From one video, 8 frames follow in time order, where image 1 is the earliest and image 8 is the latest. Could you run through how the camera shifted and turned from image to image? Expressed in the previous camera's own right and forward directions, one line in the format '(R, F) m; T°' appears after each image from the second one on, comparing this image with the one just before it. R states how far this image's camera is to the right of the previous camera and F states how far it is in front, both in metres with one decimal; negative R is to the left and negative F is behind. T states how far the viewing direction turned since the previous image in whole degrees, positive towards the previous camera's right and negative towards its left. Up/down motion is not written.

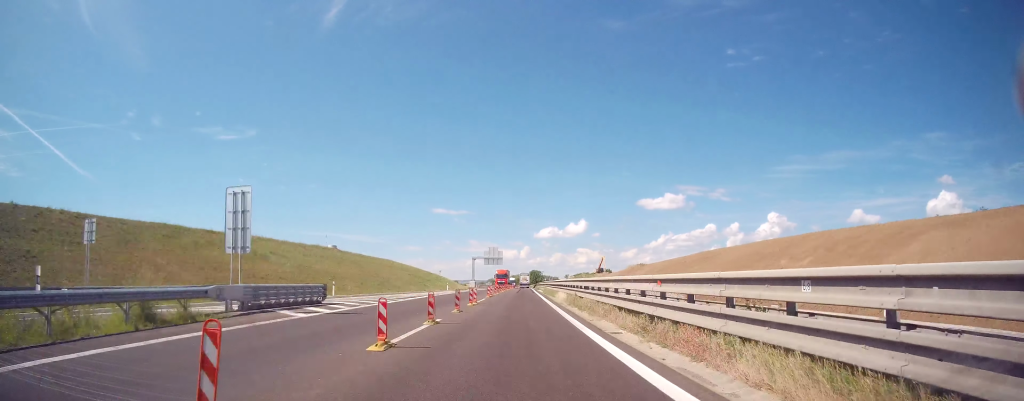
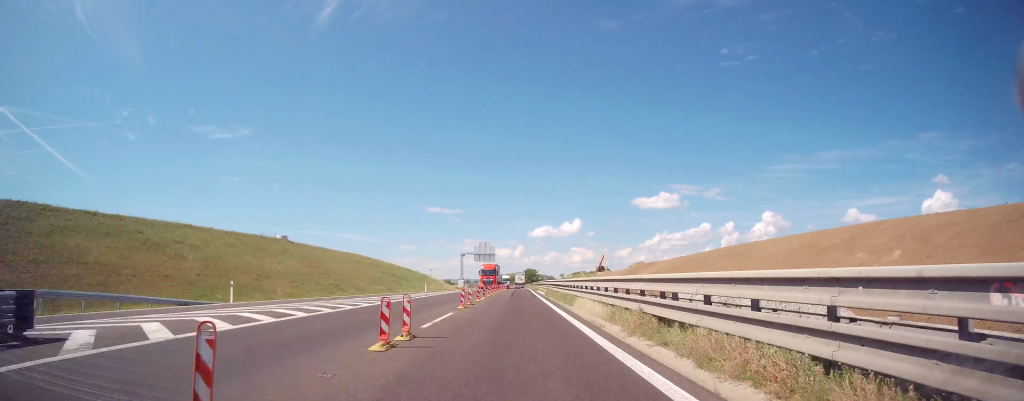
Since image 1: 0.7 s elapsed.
(0.0, +15.3) m; 0°
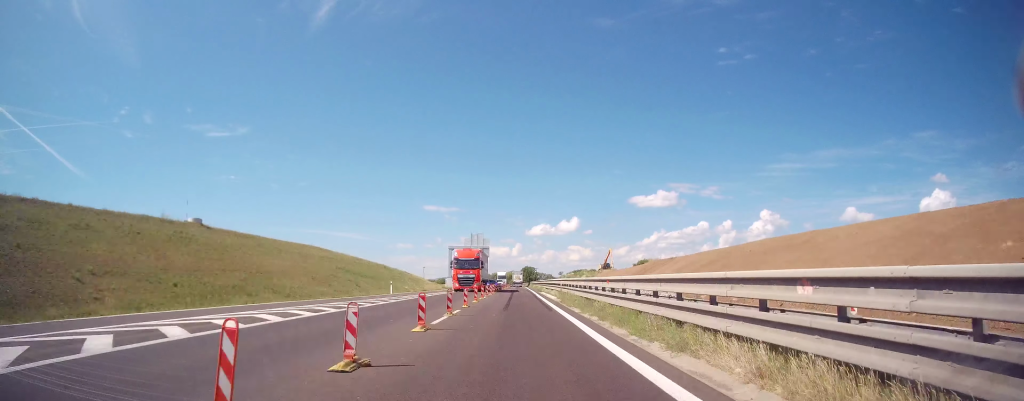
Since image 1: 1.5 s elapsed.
(0.0, +16.9) m; +1°
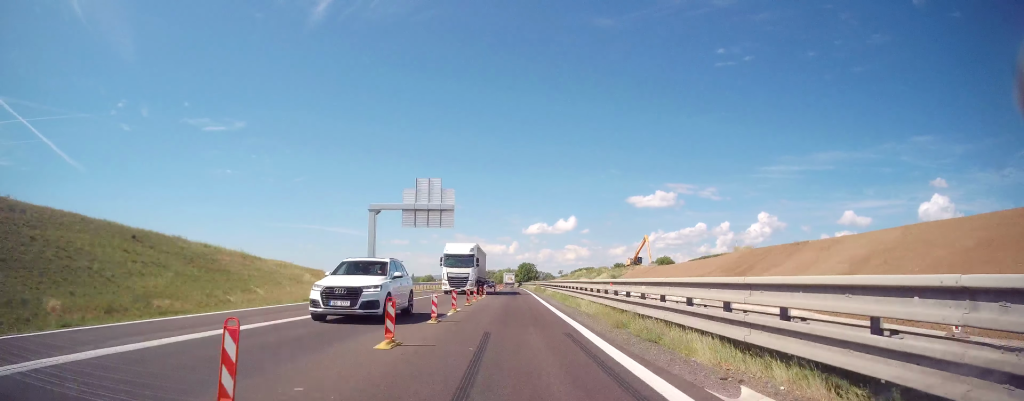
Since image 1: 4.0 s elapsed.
(0.0, +52.5) m; 0°
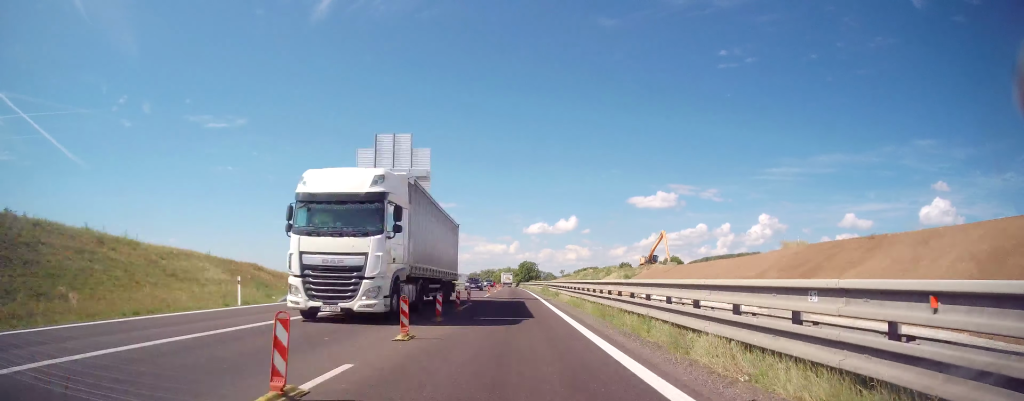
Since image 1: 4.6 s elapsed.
(-0.1, +13.6) m; +1°
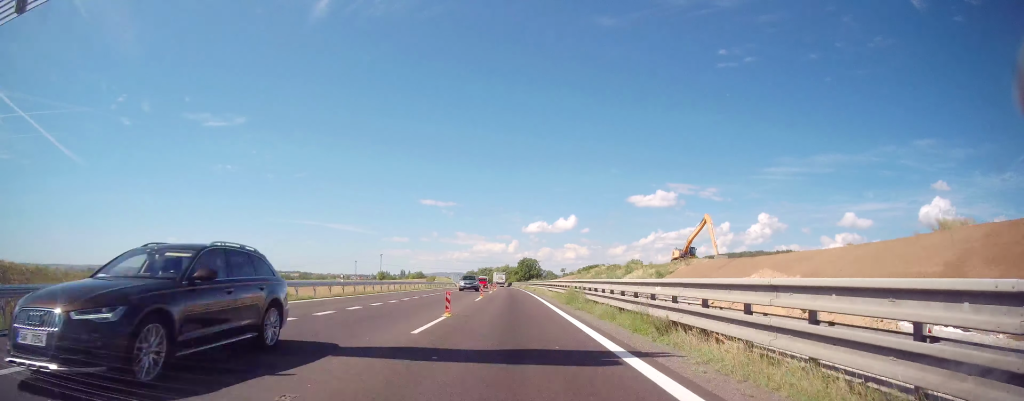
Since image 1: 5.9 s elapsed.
(+0.6, +26.3) m; 0°
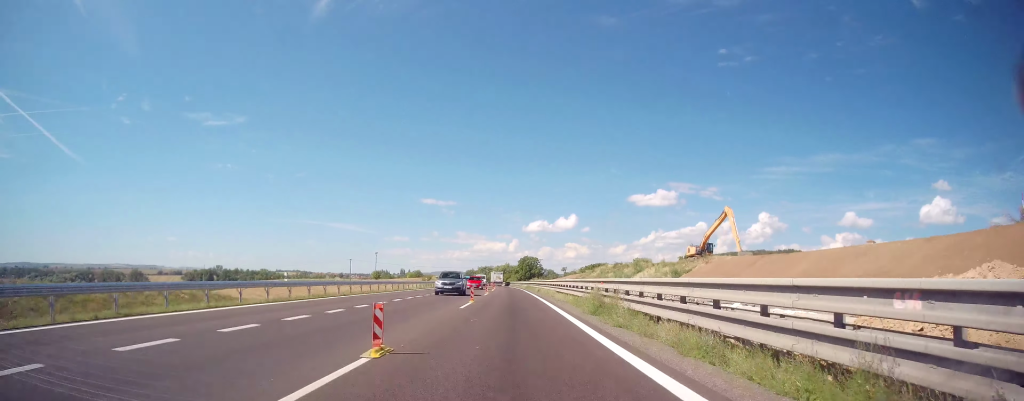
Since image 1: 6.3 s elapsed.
(-0.2, +8.5) m; -1°
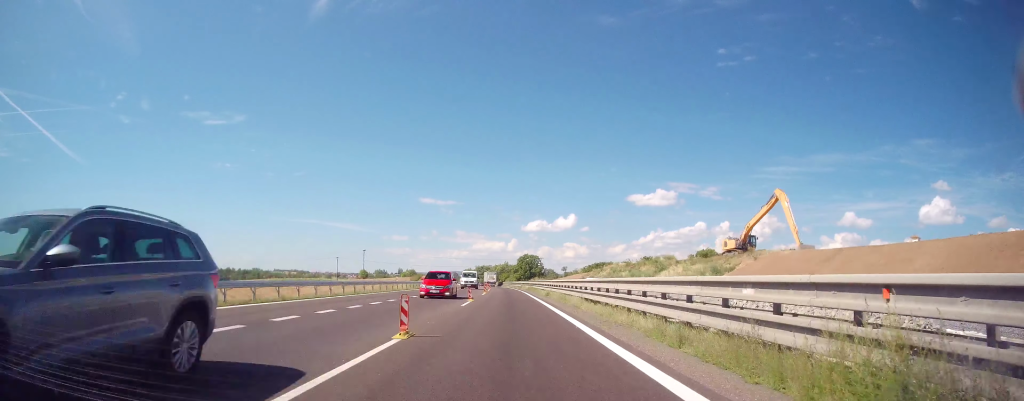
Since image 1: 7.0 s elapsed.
(-0.1, +16.2) m; 0°
